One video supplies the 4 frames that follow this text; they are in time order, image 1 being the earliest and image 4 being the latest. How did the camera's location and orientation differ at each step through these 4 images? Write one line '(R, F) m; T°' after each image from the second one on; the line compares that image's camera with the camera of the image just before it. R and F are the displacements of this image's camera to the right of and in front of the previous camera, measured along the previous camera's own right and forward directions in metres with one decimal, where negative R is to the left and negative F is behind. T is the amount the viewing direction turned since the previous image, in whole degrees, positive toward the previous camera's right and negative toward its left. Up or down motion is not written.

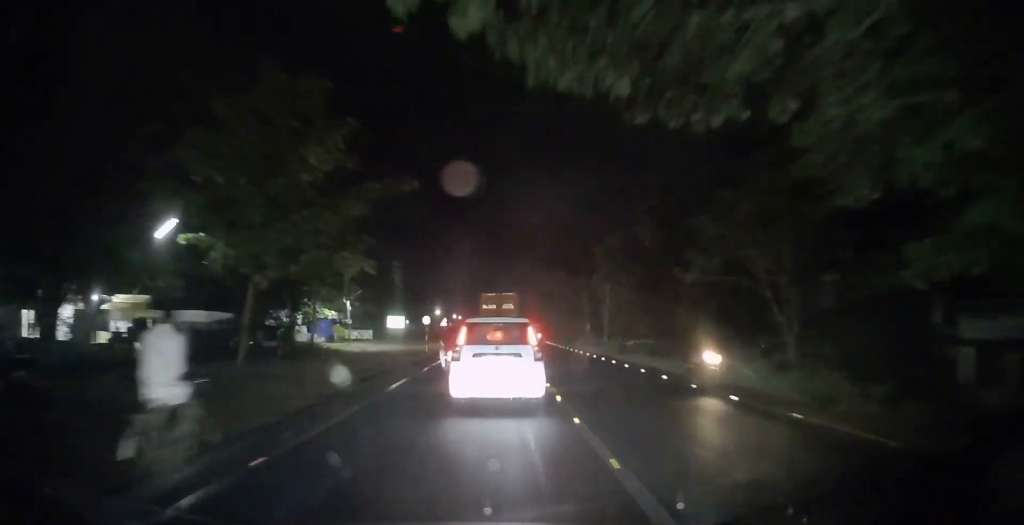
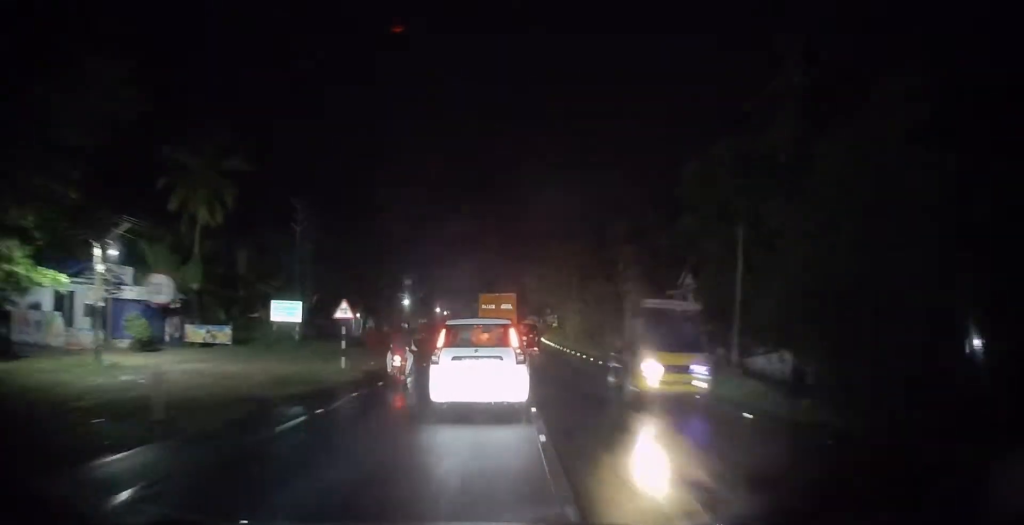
(-0.2, +34.6) m; 0°
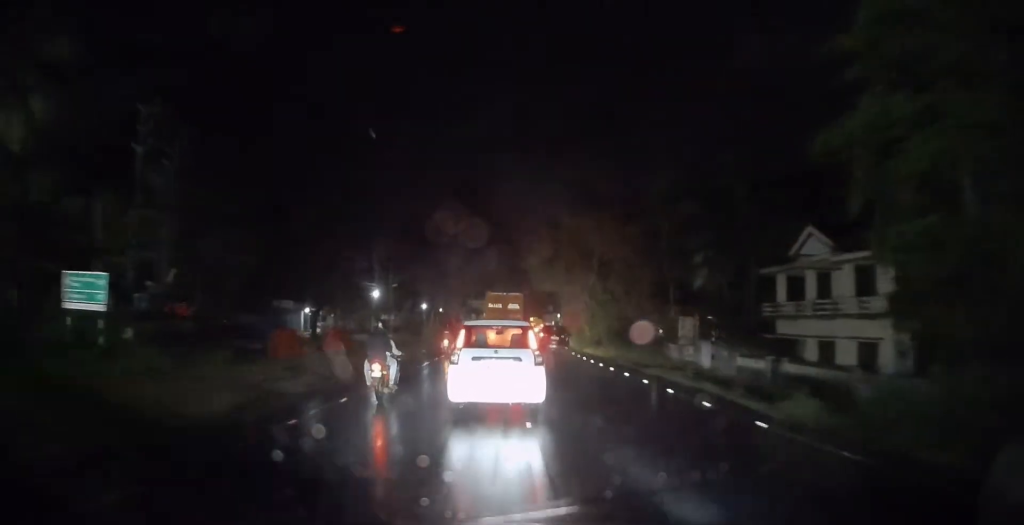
(+0.1, +18.5) m; 0°
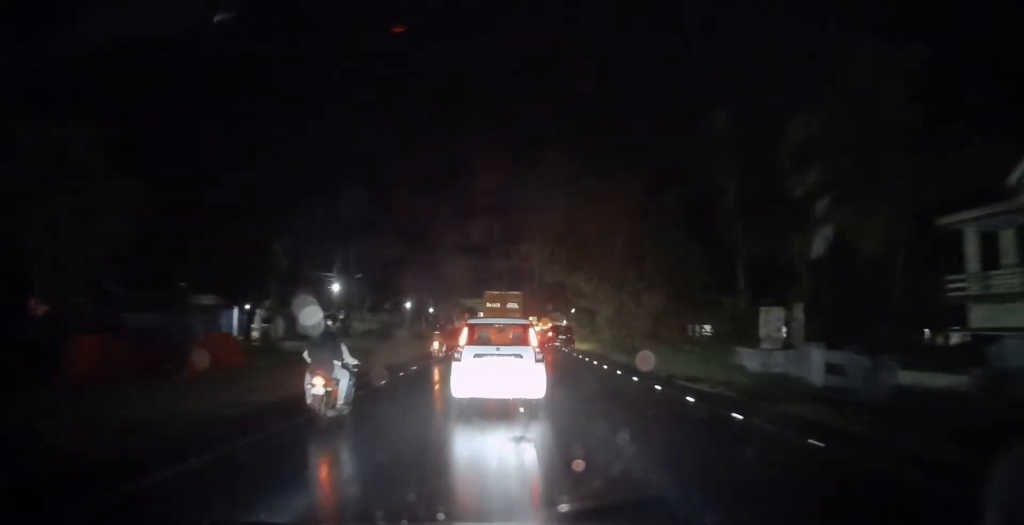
(+0.1, +13.9) m; 0°
